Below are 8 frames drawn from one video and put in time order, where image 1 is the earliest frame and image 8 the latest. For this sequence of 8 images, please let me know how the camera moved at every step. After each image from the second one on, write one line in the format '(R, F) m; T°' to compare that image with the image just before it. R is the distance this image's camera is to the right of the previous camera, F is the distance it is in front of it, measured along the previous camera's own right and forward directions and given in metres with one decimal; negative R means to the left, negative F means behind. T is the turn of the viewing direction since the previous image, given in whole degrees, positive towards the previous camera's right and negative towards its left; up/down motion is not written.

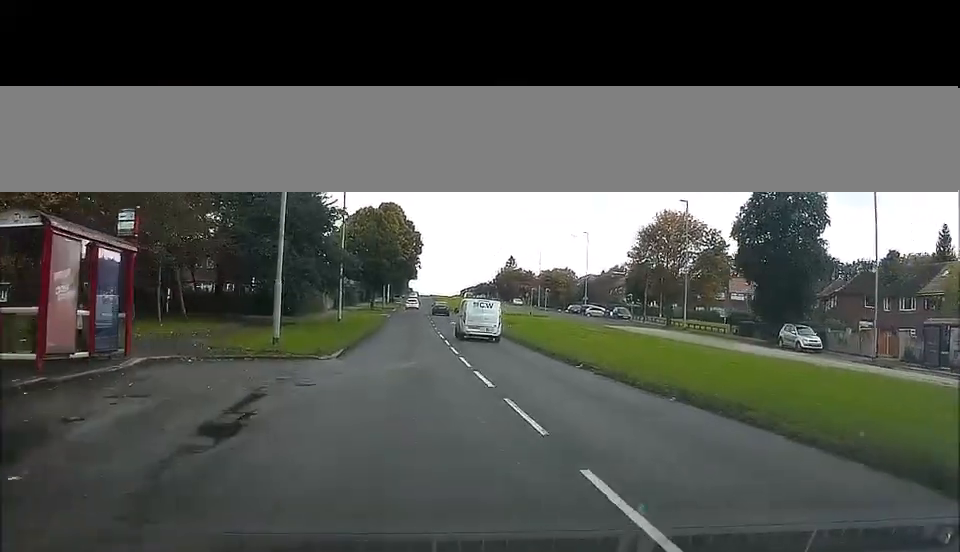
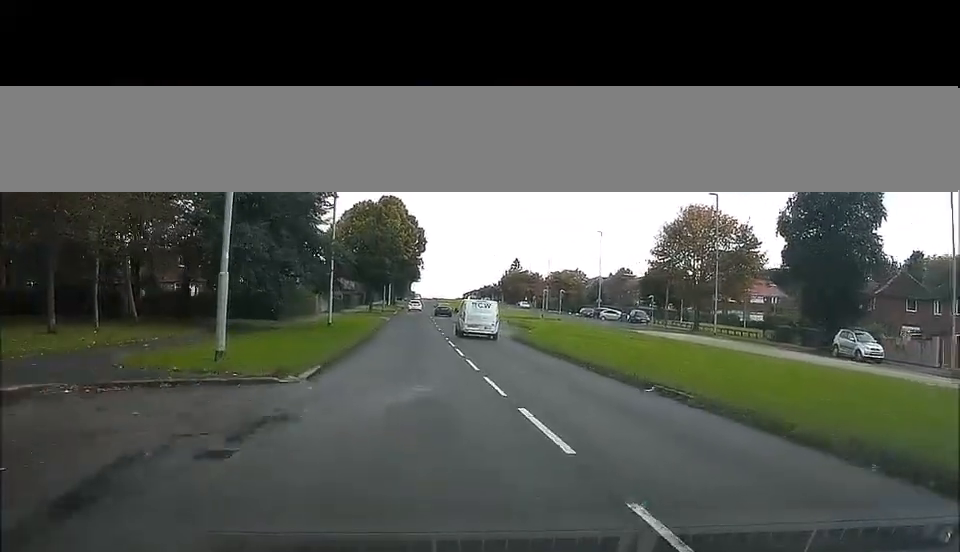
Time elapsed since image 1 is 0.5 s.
(-0.1, +7.3) m; 0°
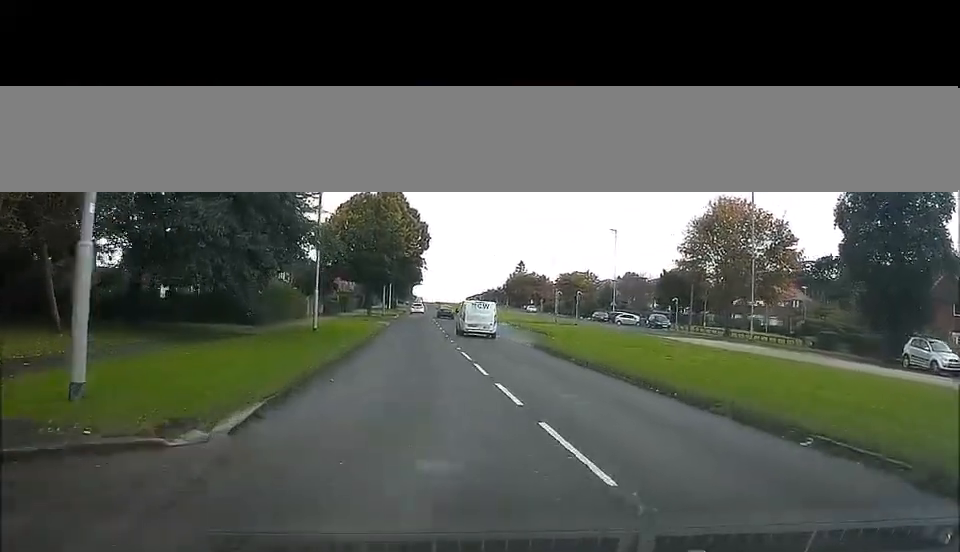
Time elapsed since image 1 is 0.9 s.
(-0.3, +7.4) m; 0°
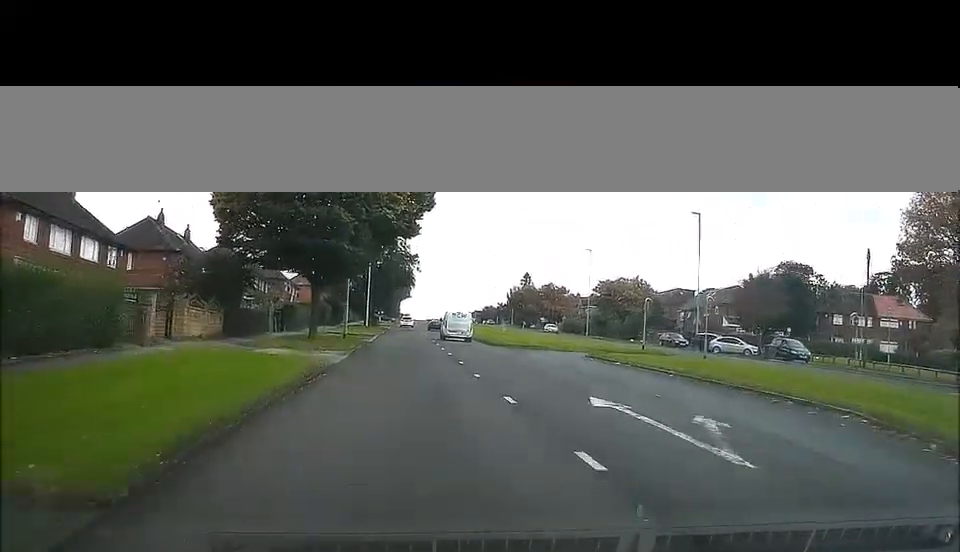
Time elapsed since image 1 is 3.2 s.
(+0.8, +36.4) m; +1°
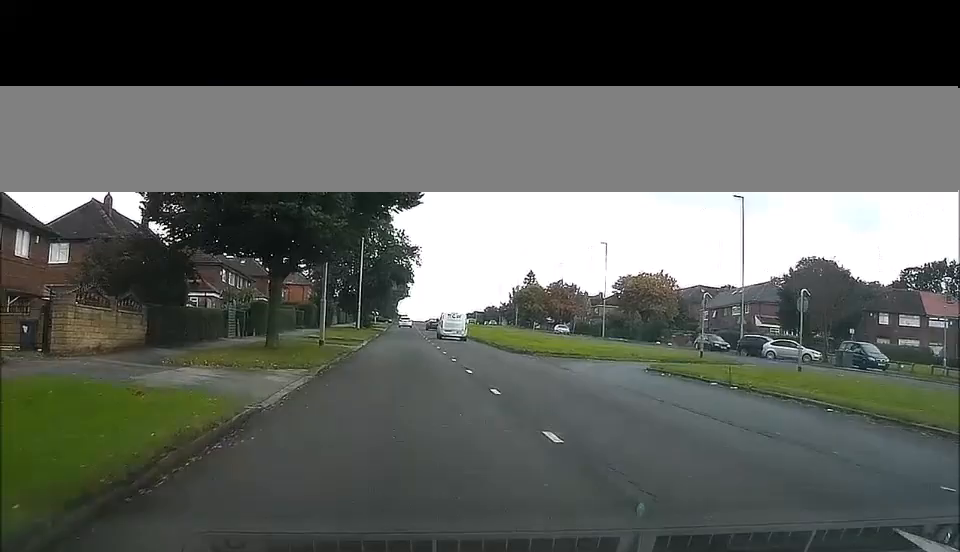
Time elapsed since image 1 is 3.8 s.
(-0.1, +10.7) m; 0°
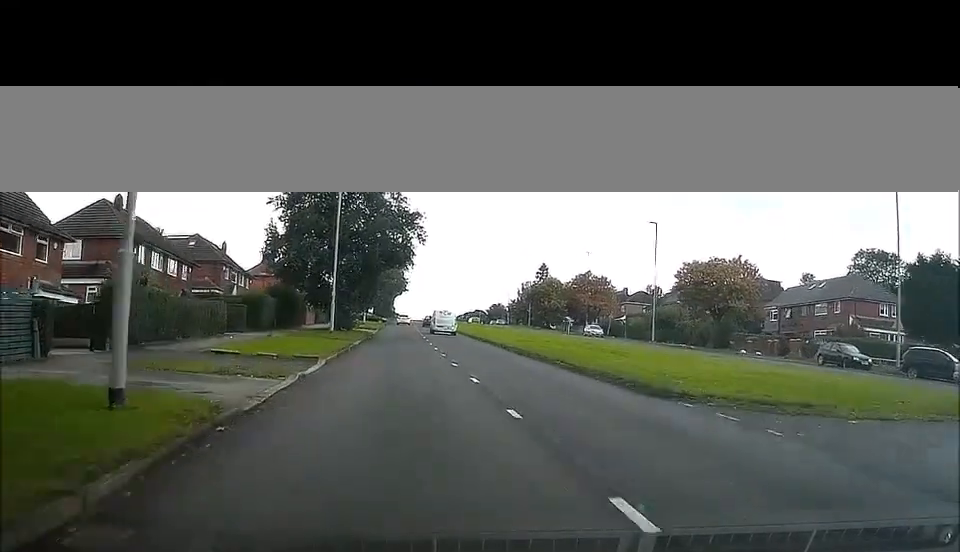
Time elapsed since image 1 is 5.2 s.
(0.0, +22.6) m; -1°
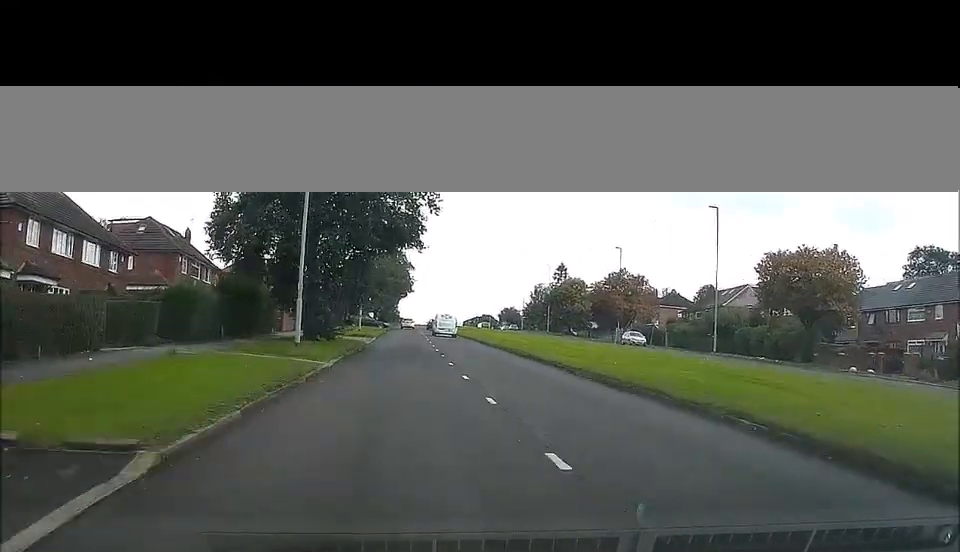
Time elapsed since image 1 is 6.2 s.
(-0.4, +16.1) m; 0°
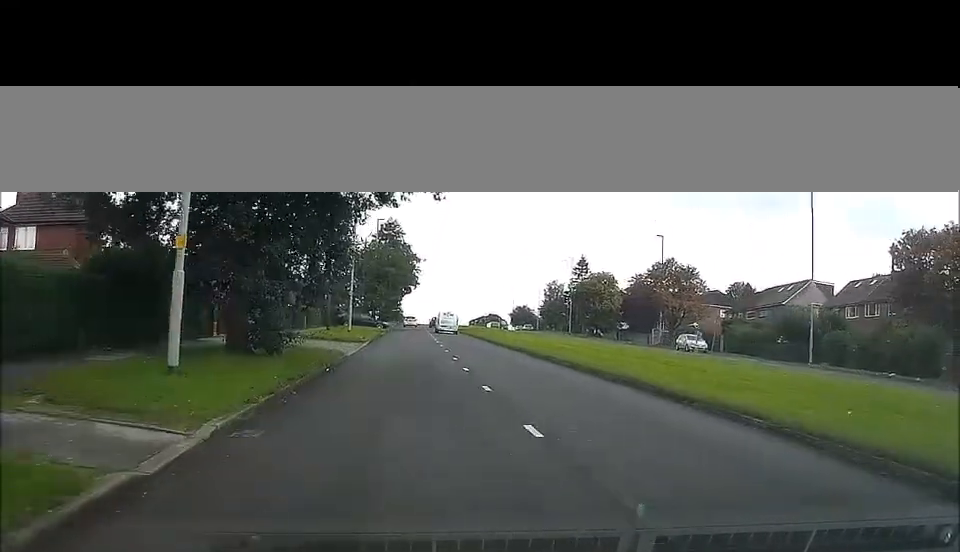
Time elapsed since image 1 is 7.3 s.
(+0.4, +16.6) m; +1°
